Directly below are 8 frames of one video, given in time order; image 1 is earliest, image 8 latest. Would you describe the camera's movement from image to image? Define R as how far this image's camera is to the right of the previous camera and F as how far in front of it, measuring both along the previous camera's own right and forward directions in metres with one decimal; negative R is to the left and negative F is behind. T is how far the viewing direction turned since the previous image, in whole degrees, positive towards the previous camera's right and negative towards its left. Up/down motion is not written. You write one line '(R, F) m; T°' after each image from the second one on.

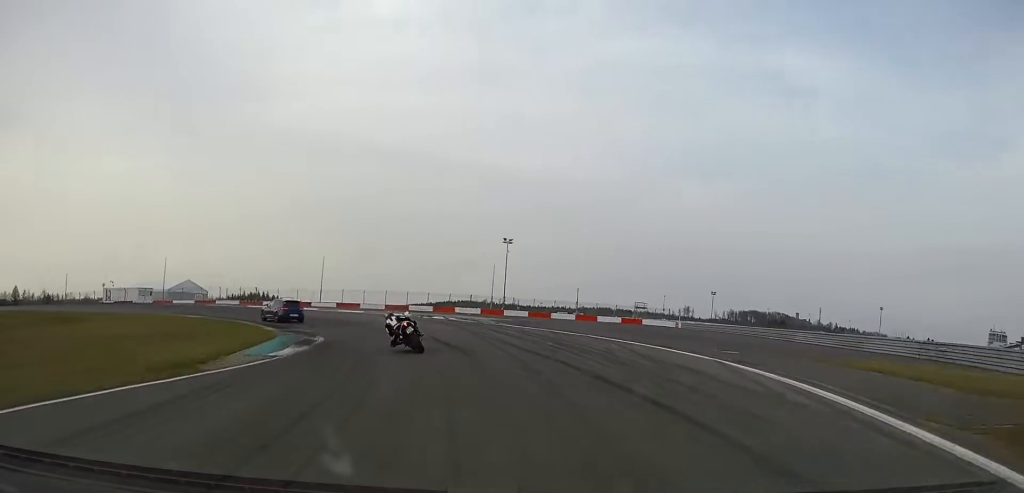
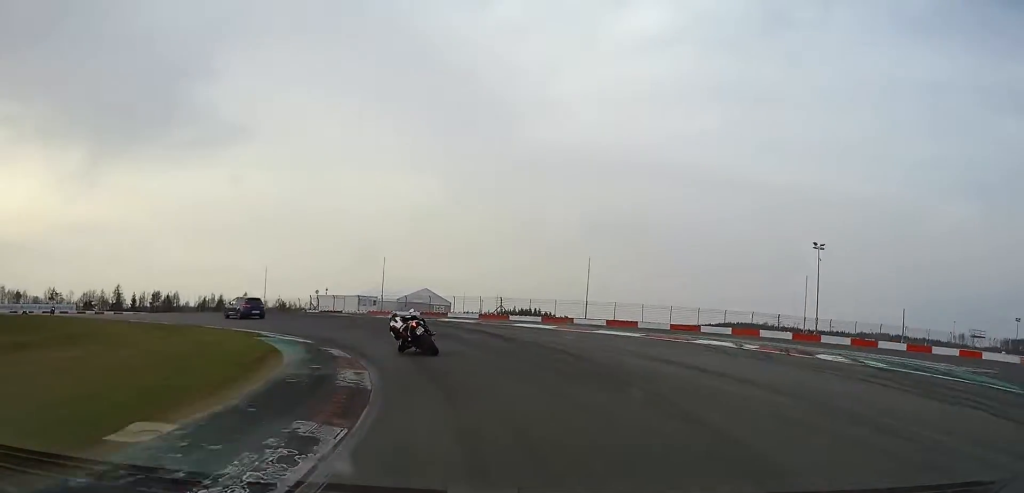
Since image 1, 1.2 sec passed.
(-6.4, +27.1) m; -27°
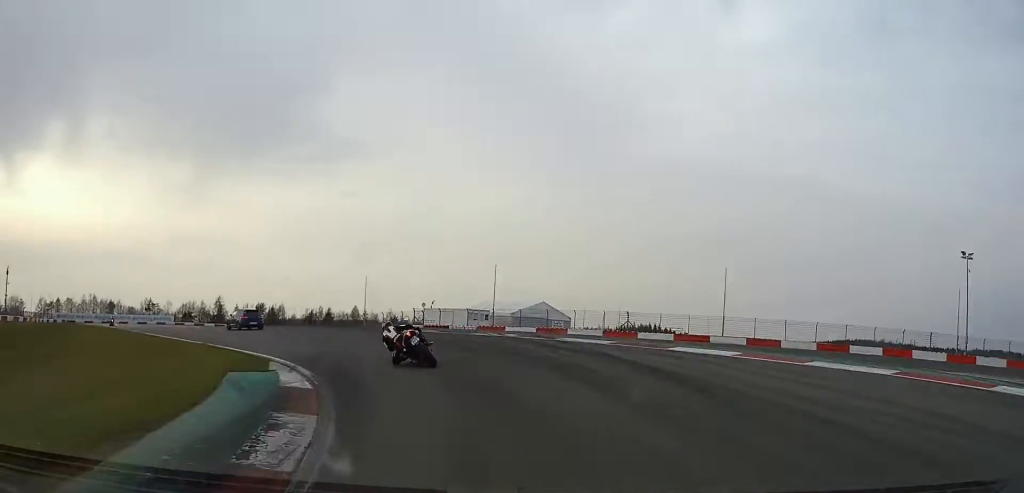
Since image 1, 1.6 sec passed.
(-1.6, +10.8) m; -10°
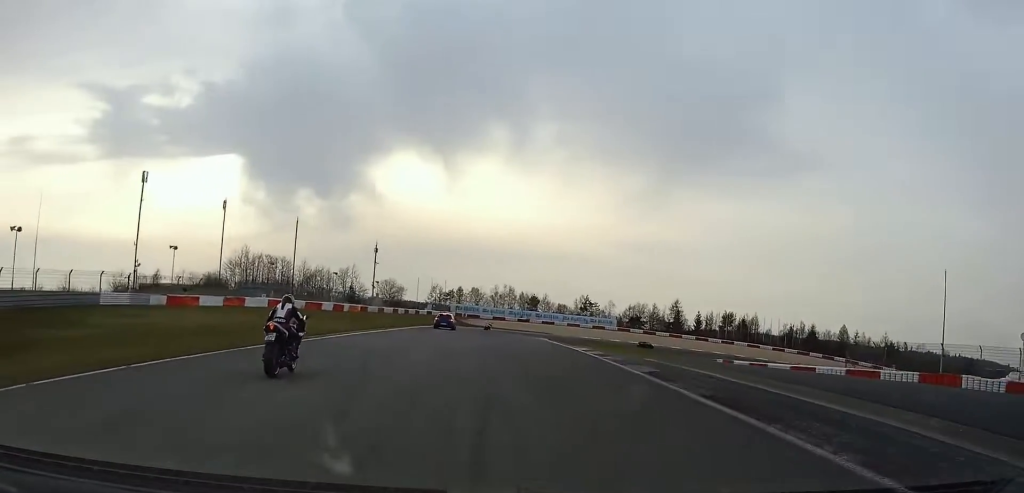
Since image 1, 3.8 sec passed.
(-19.4, +51.9) m; -33°
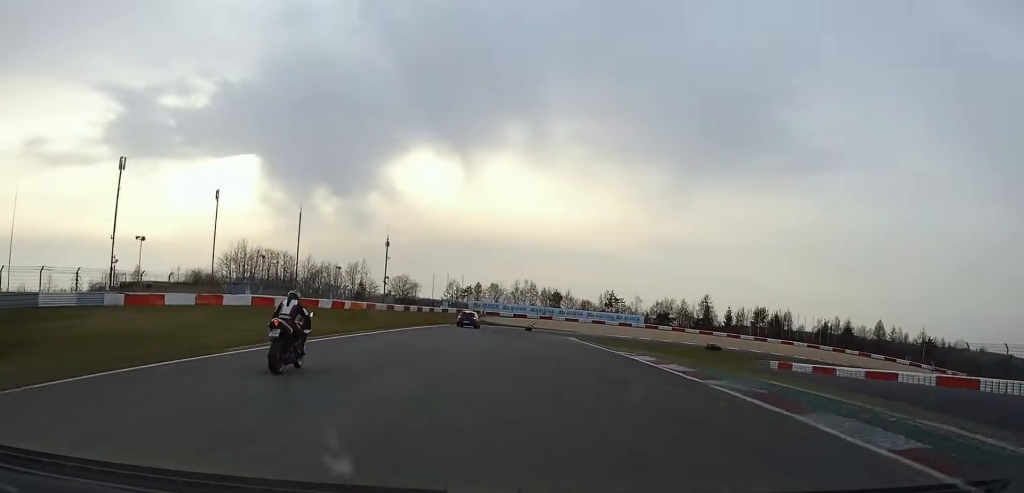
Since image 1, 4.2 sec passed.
(-0.4, +11.1) m; -2°
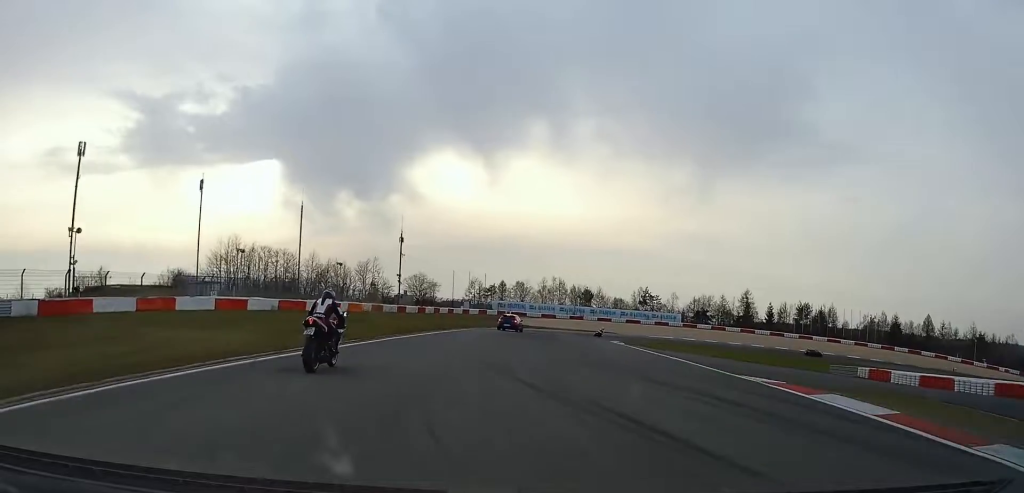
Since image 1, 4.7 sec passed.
(-0.5, +14.7) m; -1°
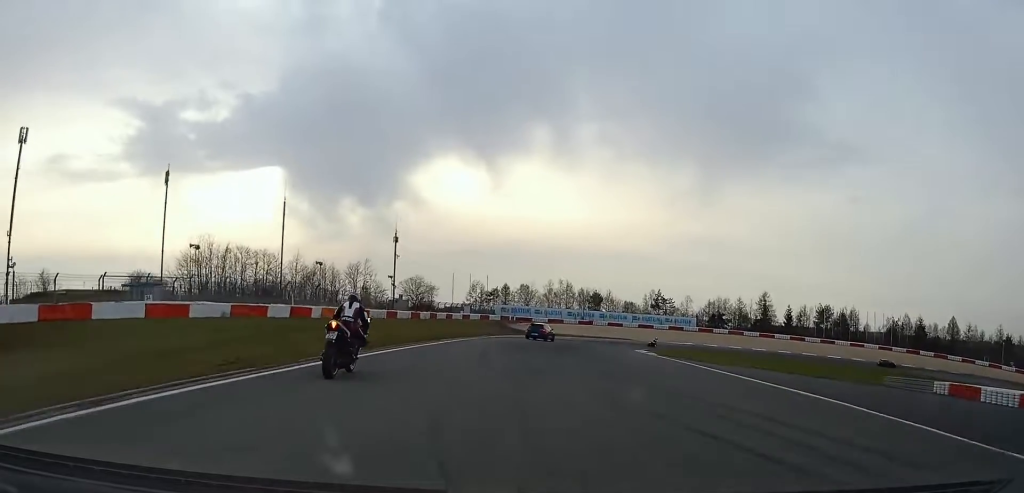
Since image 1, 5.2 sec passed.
(-0.2, +12.4) m; -1°
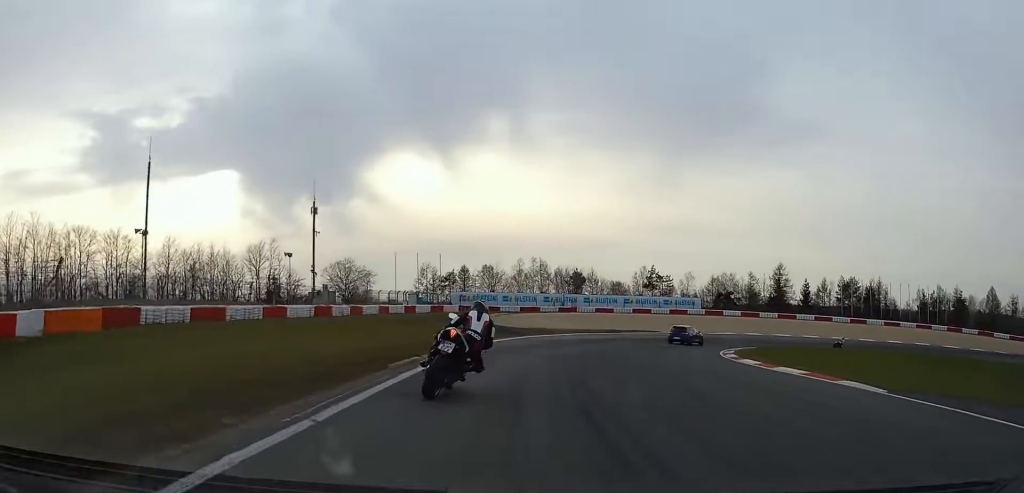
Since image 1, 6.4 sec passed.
(+0.3, +35.0) m; +3°
